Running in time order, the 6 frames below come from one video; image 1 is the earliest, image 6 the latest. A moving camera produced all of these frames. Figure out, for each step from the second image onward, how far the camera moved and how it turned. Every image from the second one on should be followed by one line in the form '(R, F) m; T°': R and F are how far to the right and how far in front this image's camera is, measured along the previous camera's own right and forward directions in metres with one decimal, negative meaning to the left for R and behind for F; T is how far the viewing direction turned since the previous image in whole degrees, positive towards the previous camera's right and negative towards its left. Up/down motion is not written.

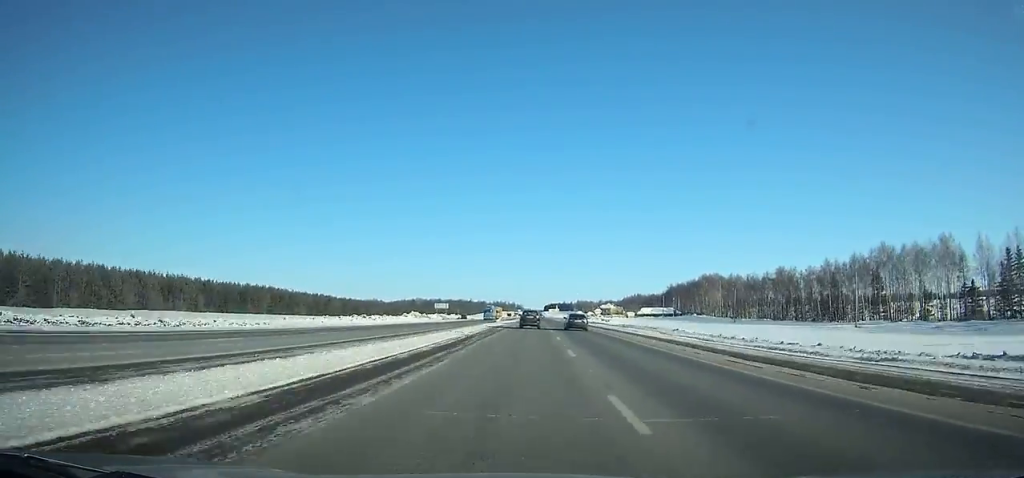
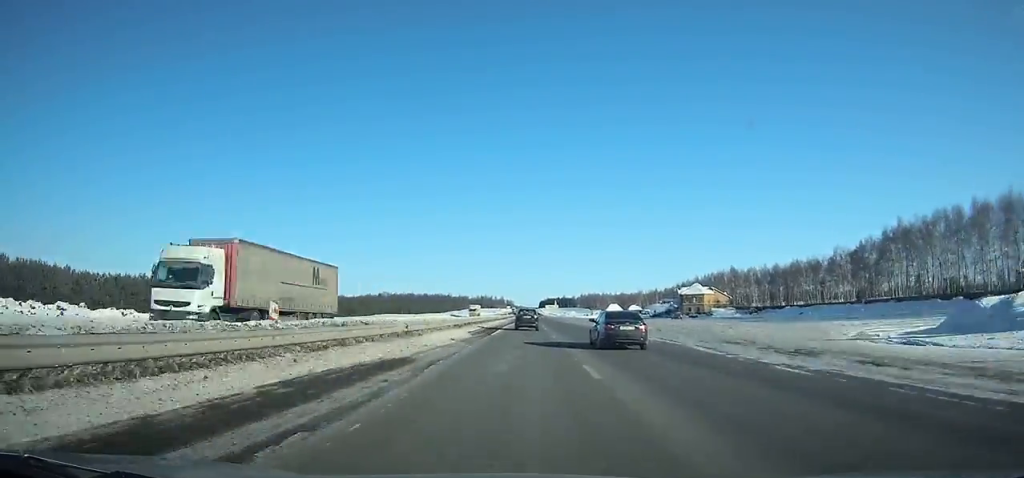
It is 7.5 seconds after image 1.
(+3.0, +219.4) m; +1°
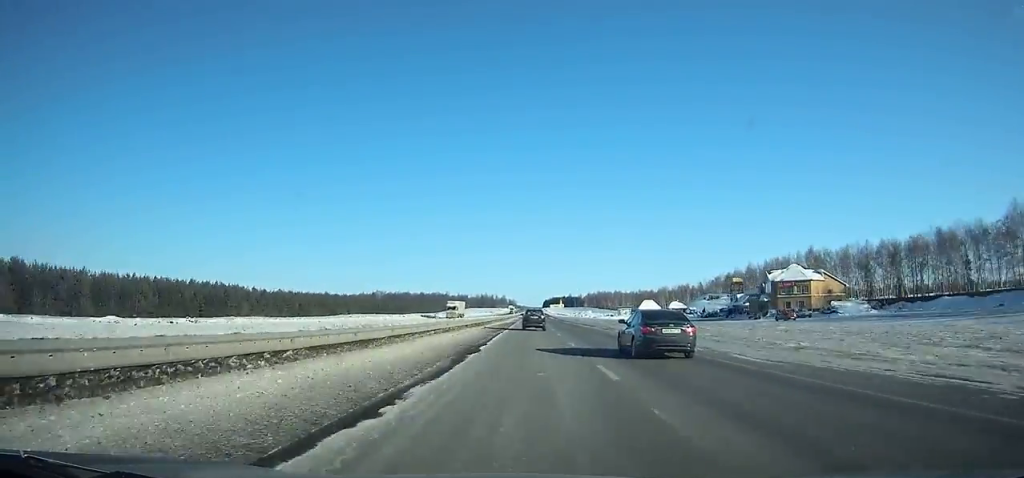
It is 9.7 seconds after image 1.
(-0.1, +57.9) m; 0°
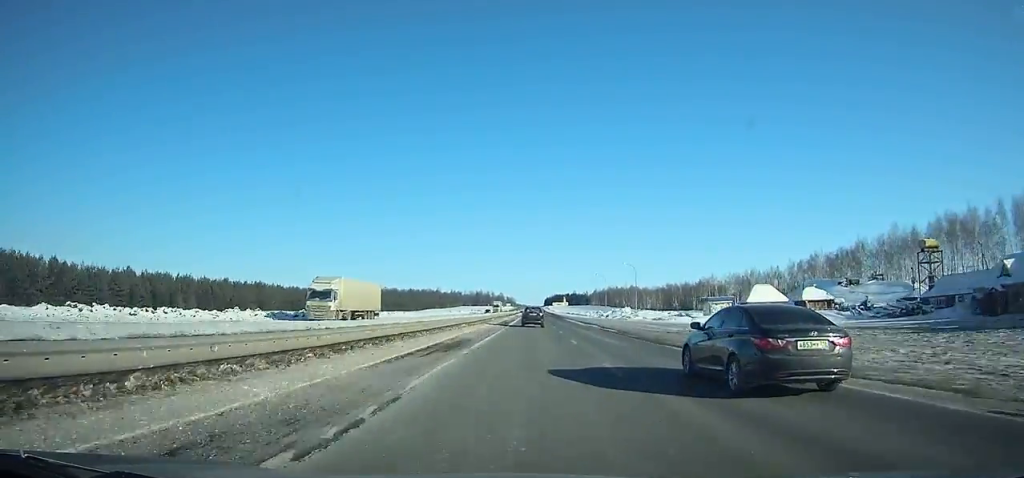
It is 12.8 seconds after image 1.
(-0.4, +77.8) m; 0°
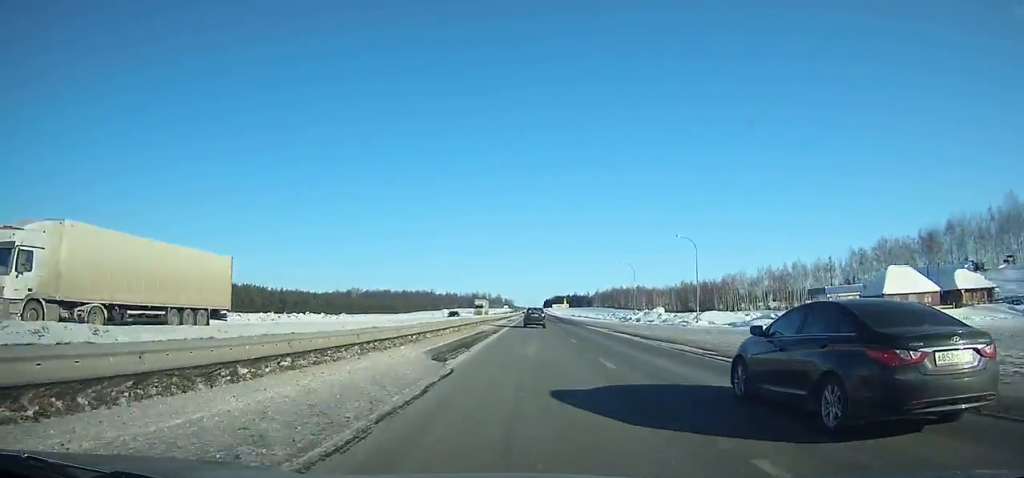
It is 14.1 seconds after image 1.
(0.0, +32.9) m; 0°
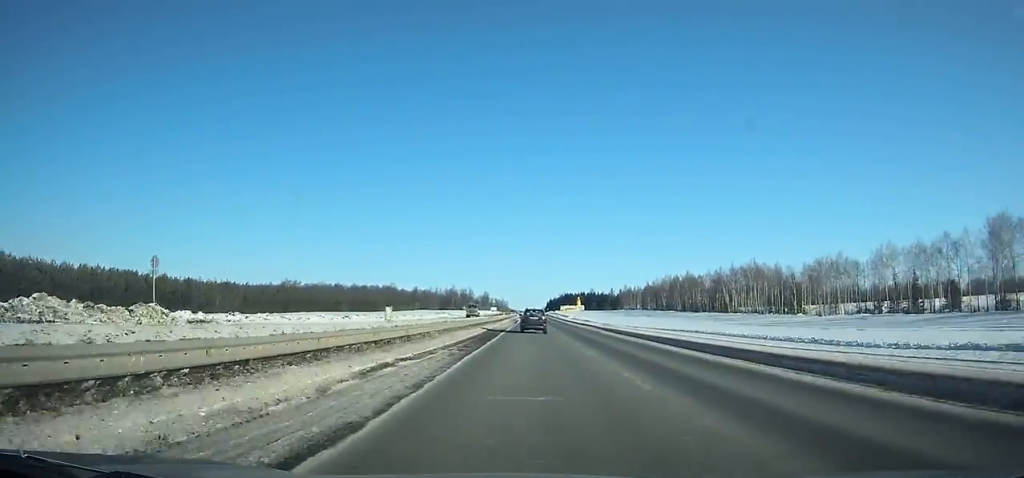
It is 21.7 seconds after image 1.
(+0.6, +198.0) m; +1°
